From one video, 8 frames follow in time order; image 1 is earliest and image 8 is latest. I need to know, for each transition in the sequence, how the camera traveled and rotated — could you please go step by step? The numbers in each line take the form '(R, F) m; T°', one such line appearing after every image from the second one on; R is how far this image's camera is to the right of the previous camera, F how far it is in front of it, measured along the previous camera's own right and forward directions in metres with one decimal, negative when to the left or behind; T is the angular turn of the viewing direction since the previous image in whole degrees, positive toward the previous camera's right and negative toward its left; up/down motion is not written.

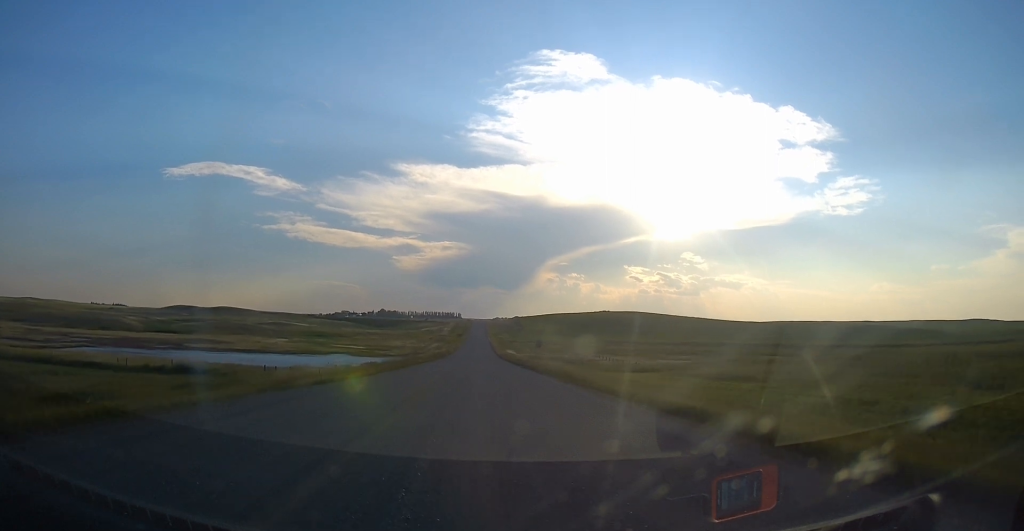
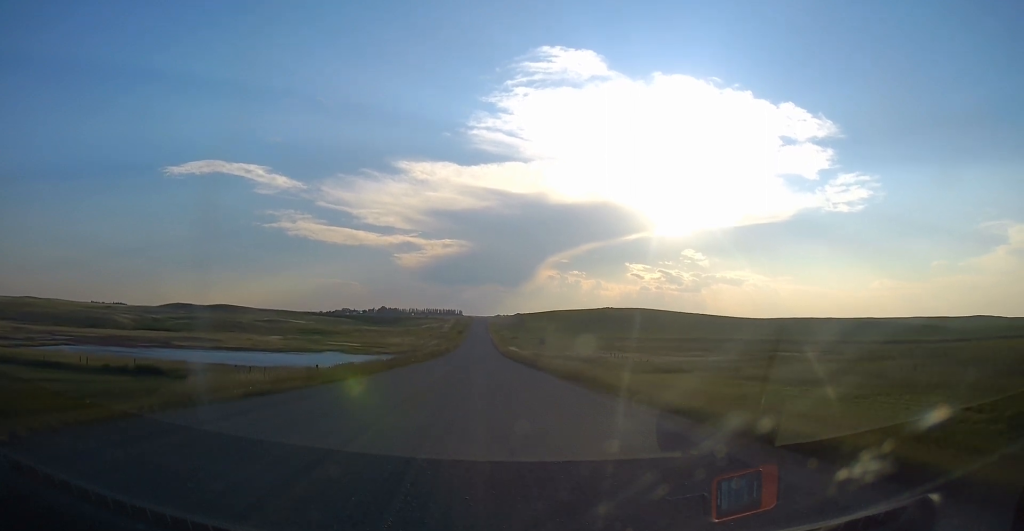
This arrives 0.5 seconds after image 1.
(0.0, +7.9) m; 0°
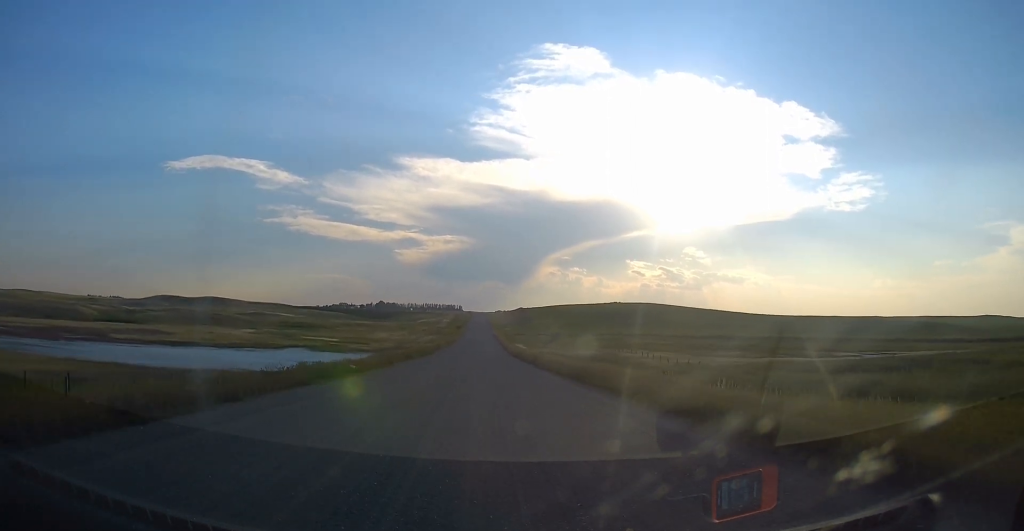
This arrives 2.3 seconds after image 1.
(0.0, +27.9) m; 0°
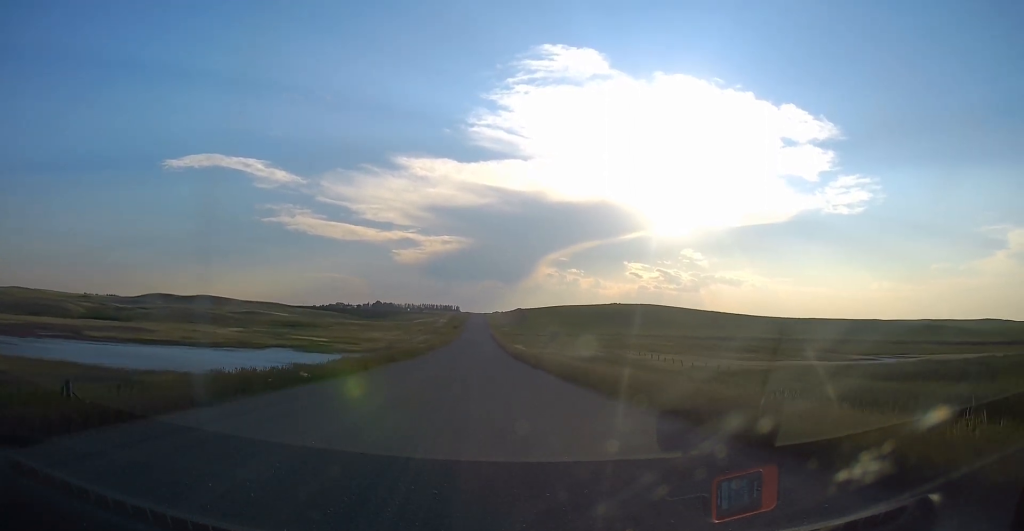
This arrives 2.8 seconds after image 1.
(0.0, +8.4) m; 0°
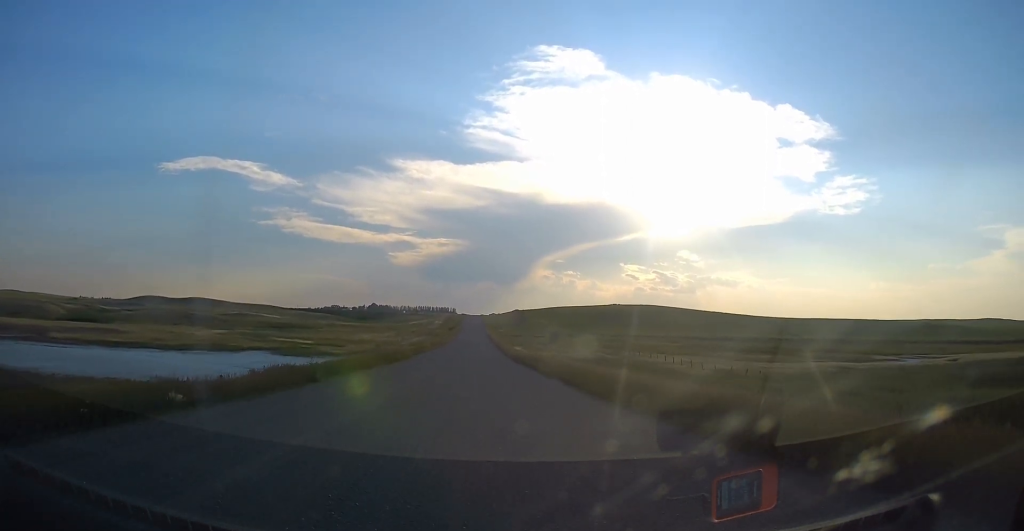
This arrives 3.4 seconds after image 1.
(-0.1, +10.0) m; +1°
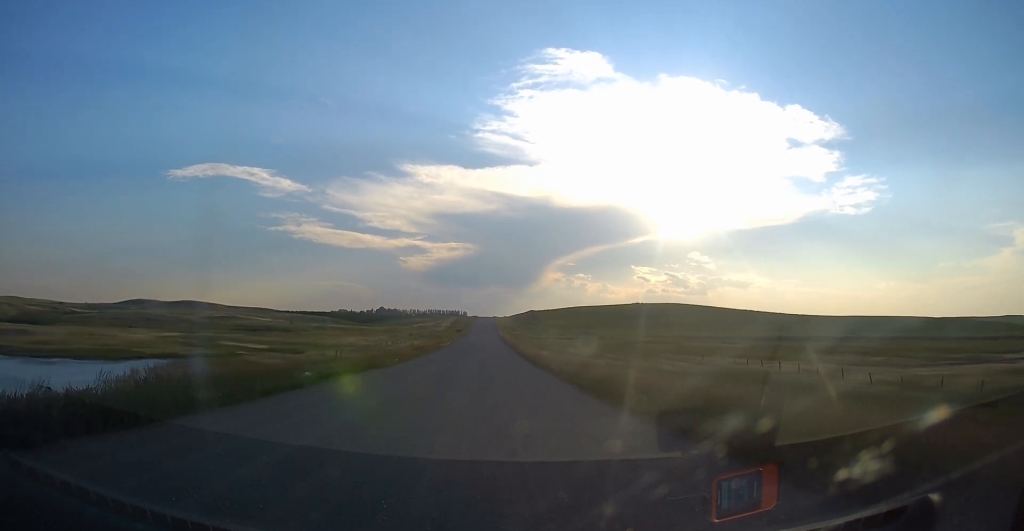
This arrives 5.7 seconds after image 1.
(0.0, +36.2) m; -1°
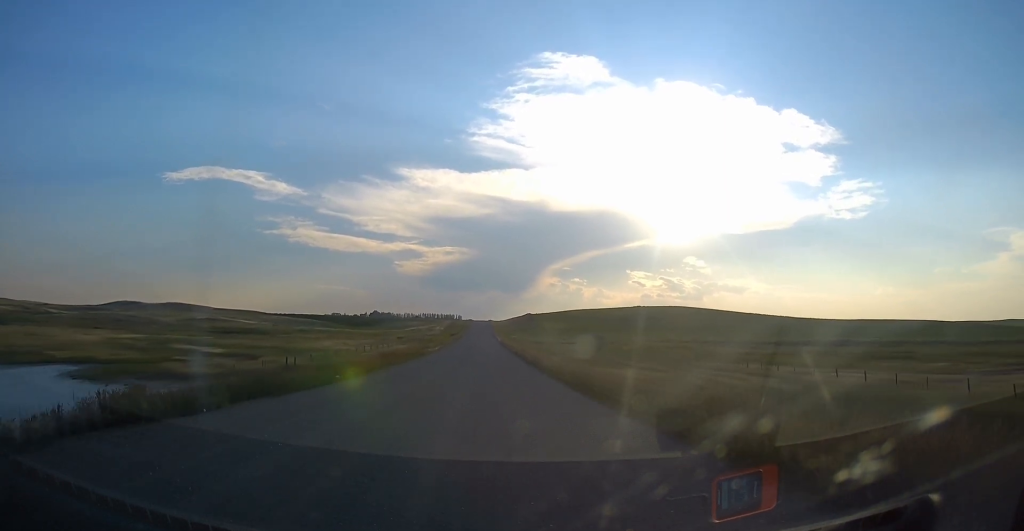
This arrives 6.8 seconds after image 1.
(0.0, +16.2) m; 0°
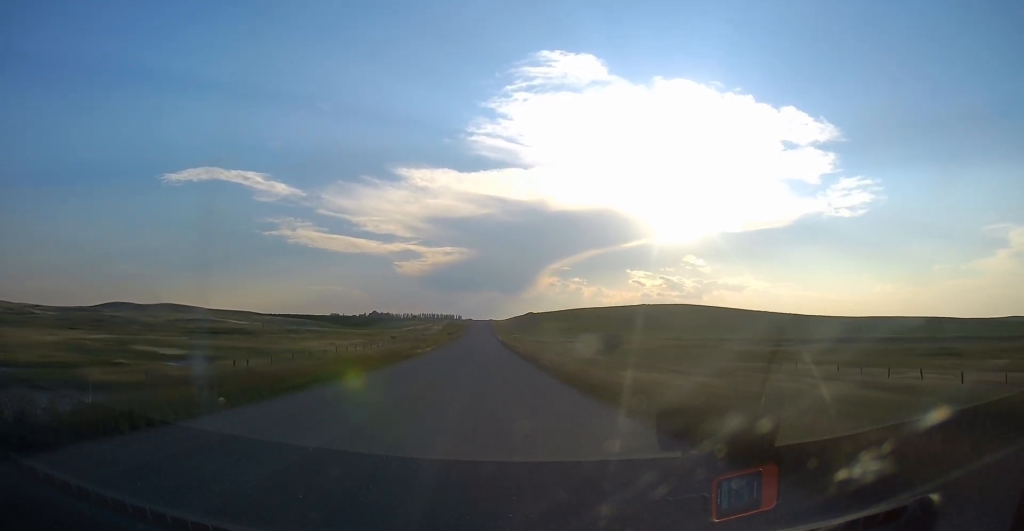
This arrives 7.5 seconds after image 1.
(0.0, +11.5) m; 0°
